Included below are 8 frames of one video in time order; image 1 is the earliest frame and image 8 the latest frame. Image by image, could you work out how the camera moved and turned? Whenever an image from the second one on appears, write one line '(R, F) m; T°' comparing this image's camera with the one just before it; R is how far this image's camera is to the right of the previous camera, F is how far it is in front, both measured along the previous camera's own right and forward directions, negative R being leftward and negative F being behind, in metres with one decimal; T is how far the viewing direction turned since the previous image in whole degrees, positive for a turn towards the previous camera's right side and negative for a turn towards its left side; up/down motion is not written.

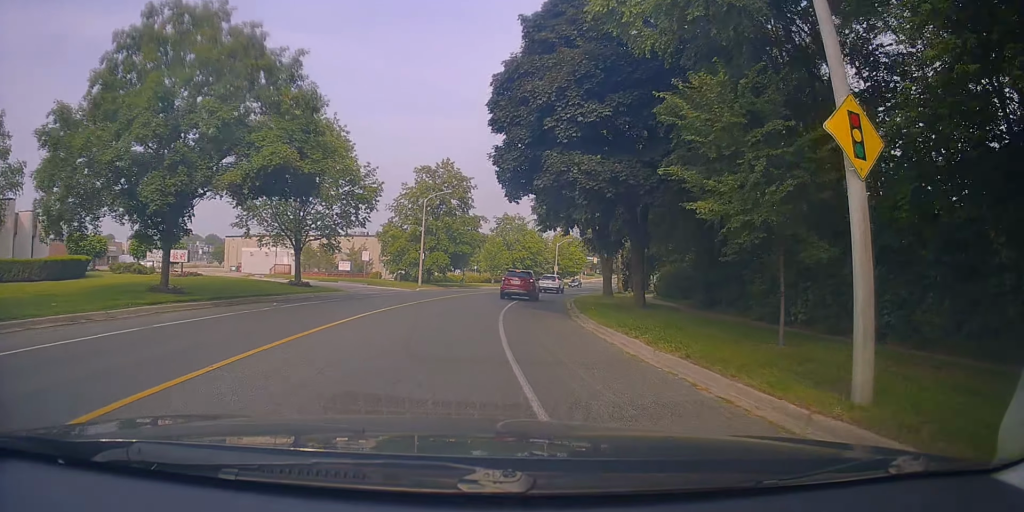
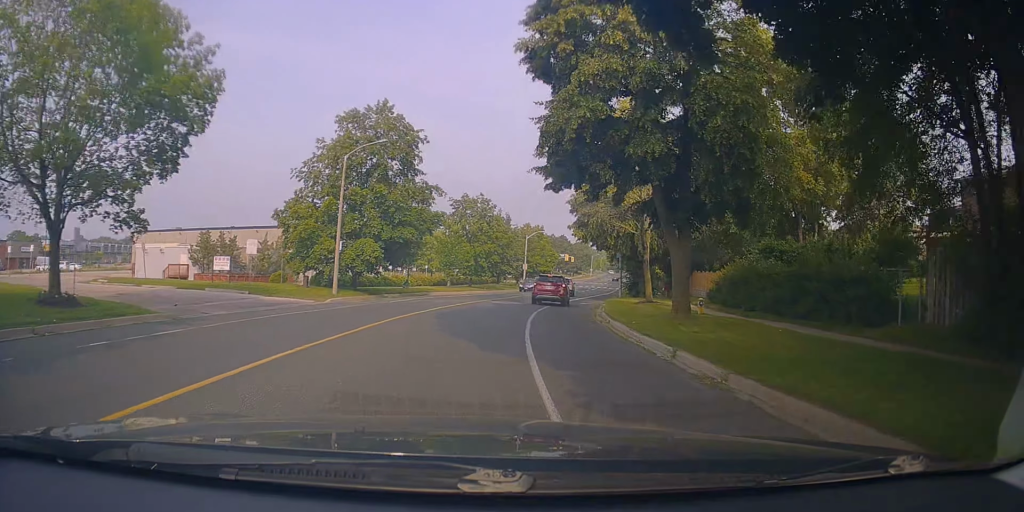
(+0.1, +18.3) m; +6°
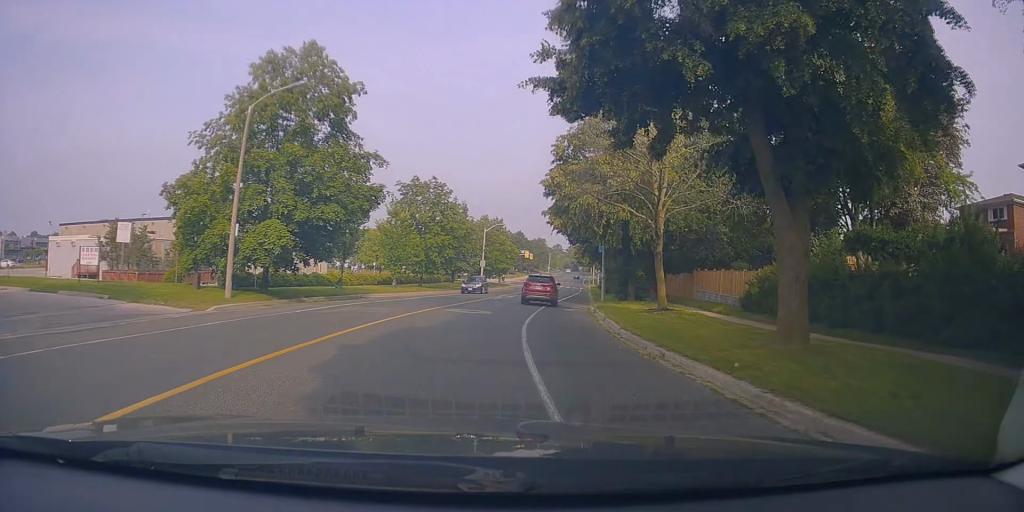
(+0.4, +9.2) m; +6°
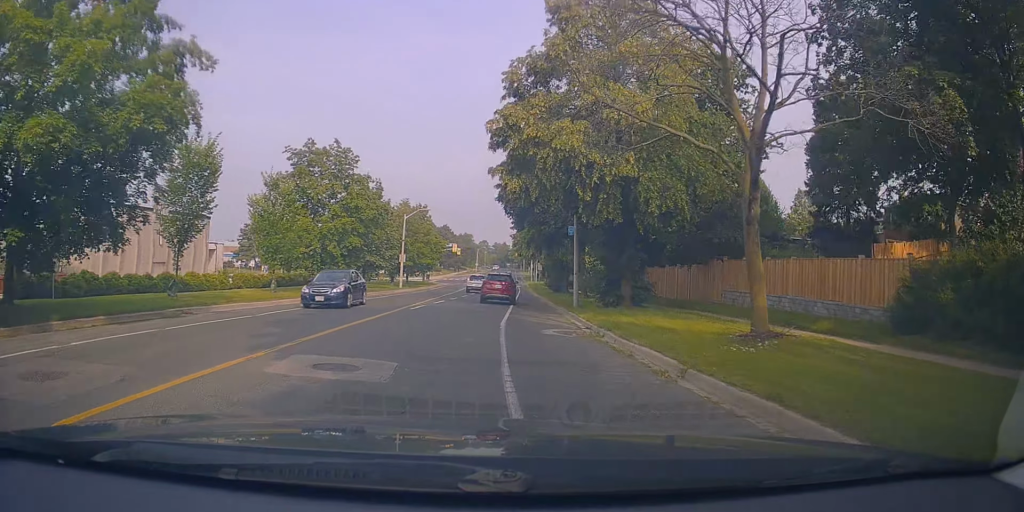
(+1.2, +13.6) m; +7°
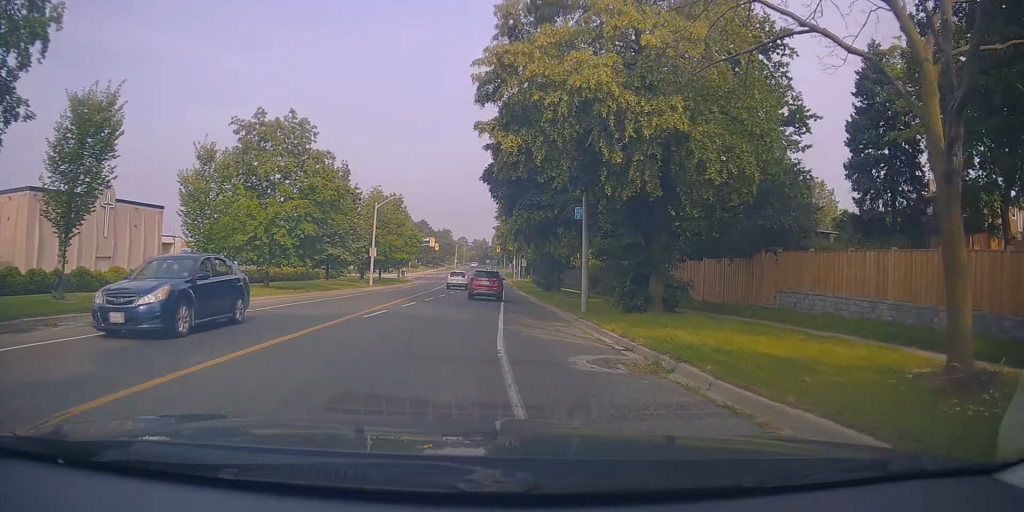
(+0.2, +6.4) m; +1°
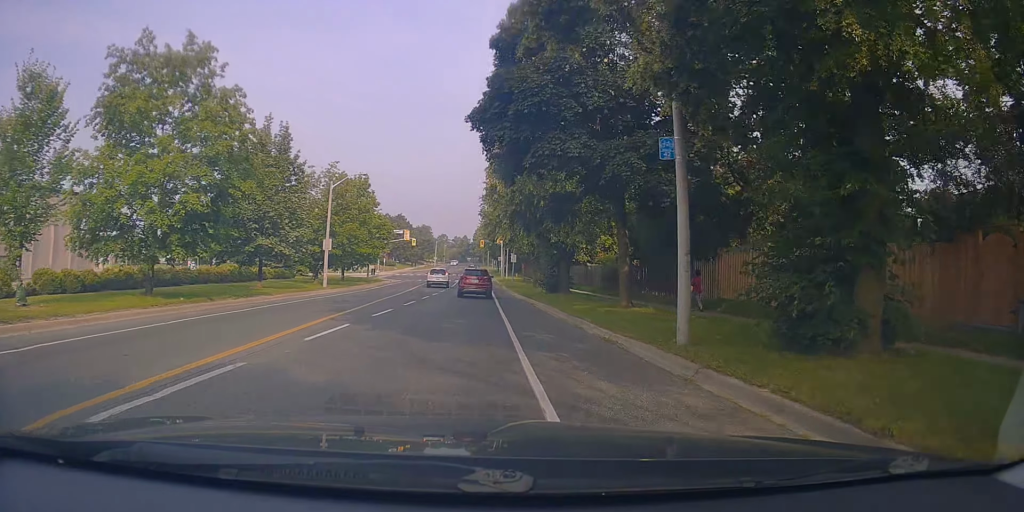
(+0.2, +11.3) m; +1°
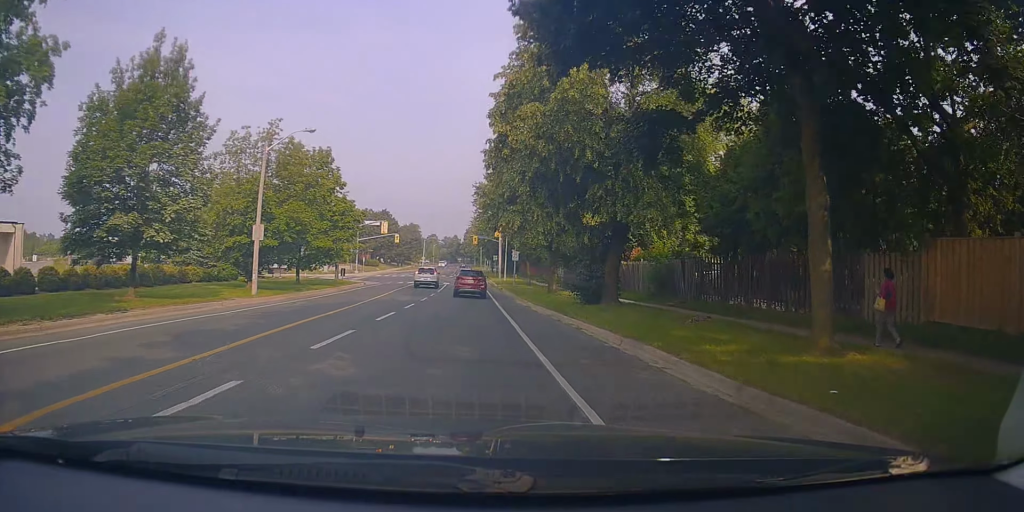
(+0.1, +12.8) m; +2°
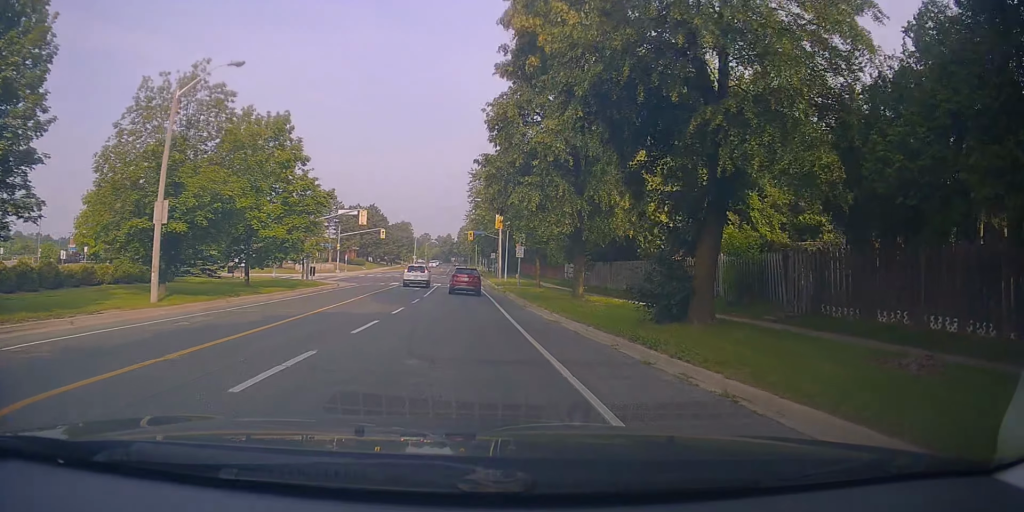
(+0.2, +9.5) m; +1°
